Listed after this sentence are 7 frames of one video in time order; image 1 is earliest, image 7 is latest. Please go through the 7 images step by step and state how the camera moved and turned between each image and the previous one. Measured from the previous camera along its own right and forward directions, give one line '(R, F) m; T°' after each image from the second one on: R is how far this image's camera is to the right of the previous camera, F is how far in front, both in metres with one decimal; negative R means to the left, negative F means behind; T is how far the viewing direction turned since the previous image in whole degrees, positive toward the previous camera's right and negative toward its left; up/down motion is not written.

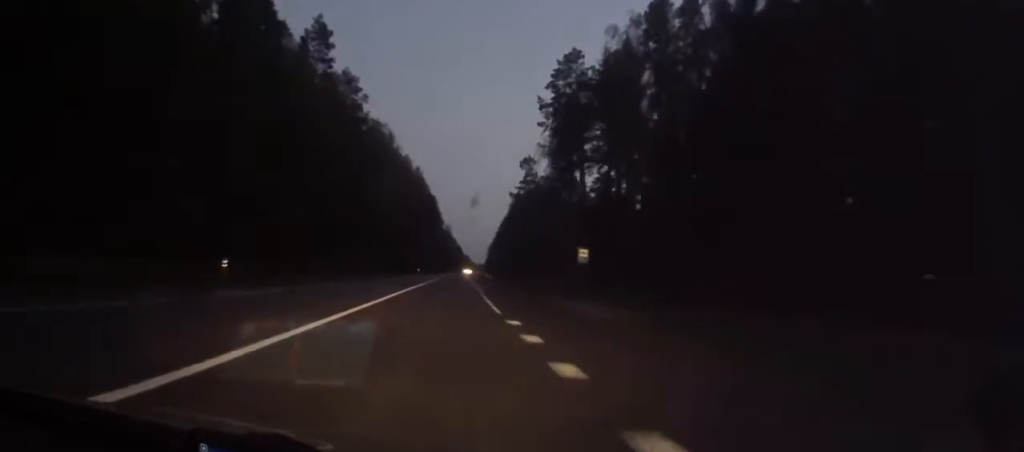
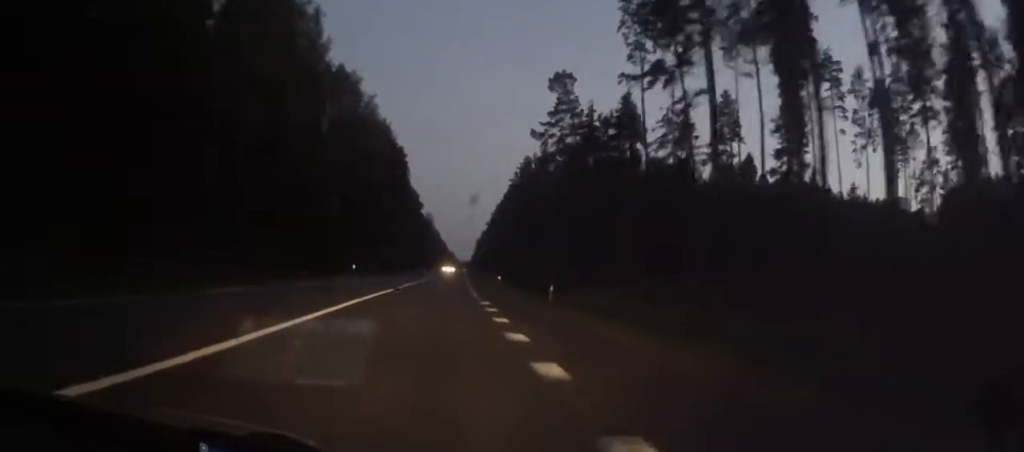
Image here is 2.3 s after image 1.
(+1.2, +66.4) m; +2°
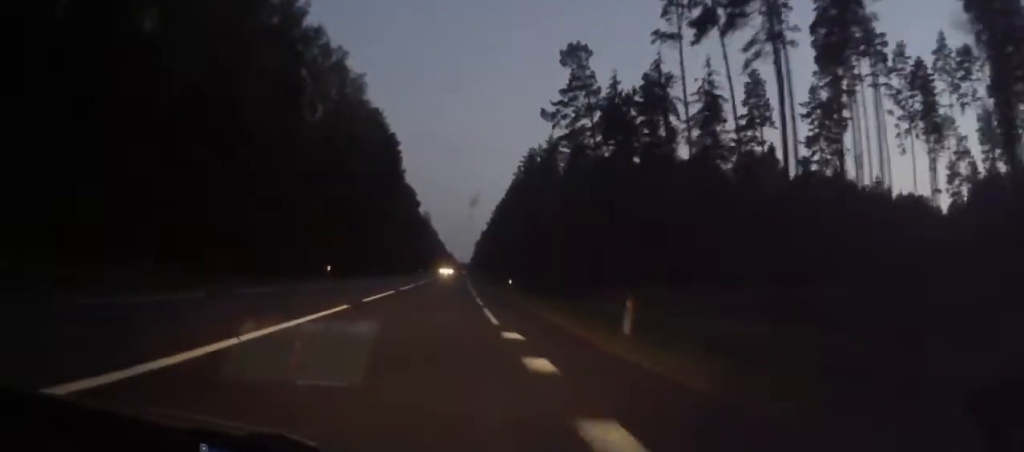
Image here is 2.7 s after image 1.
(0.0, +11.5) m; 0°
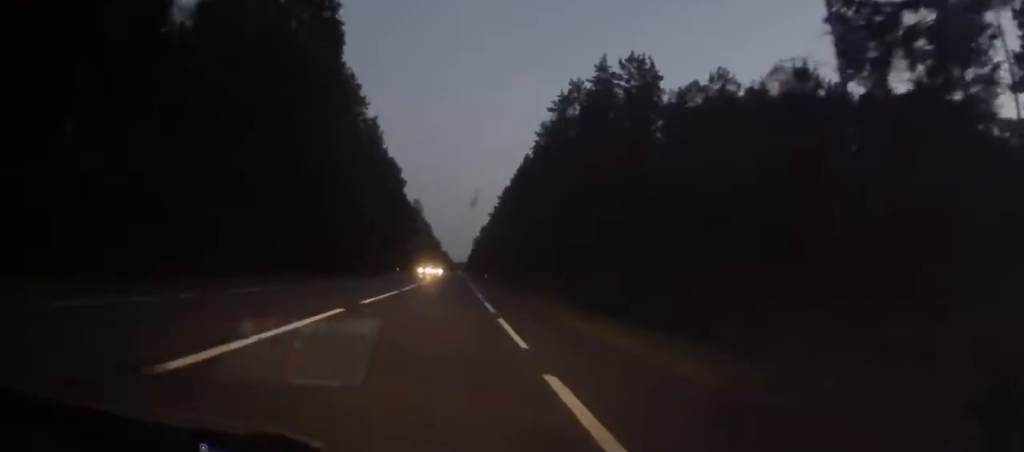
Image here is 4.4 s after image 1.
(+0.1, +50.0) m; 0°
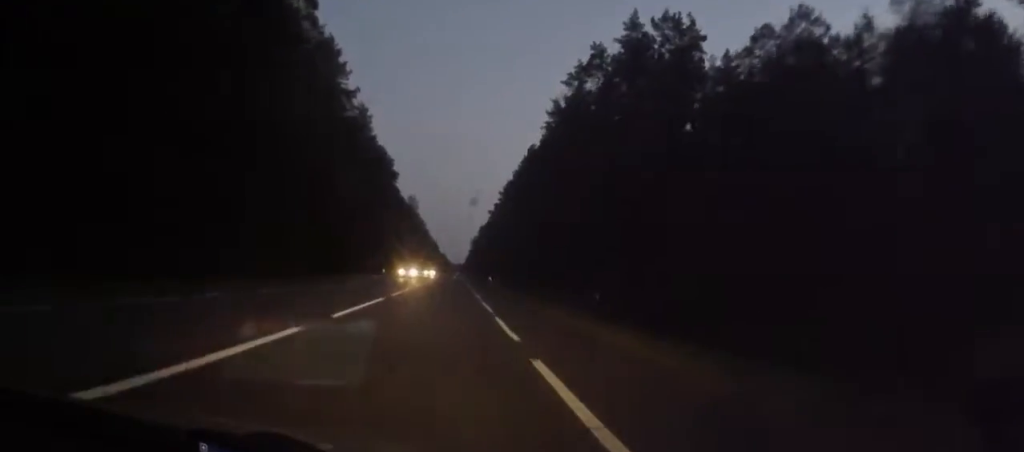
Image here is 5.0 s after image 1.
(+0.1, +16.3) m; +1°
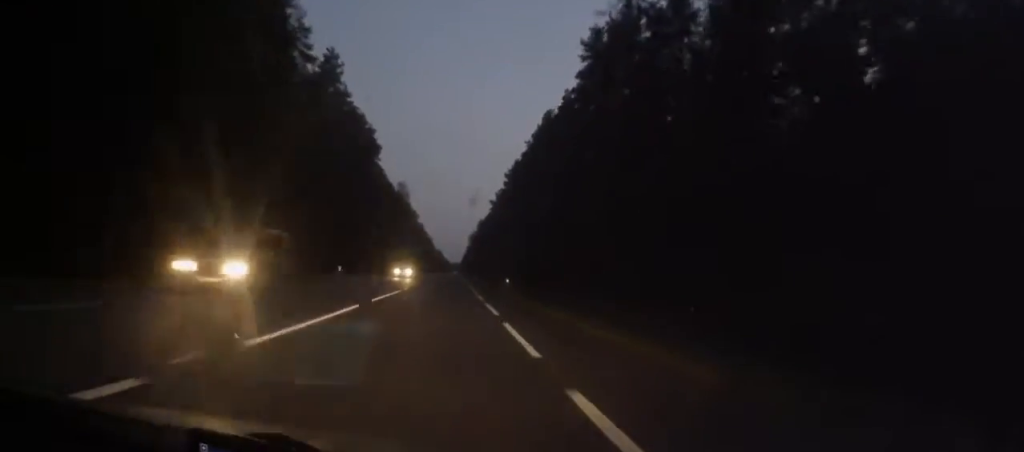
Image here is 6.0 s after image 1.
(+0.3, +29.8) m; +1°
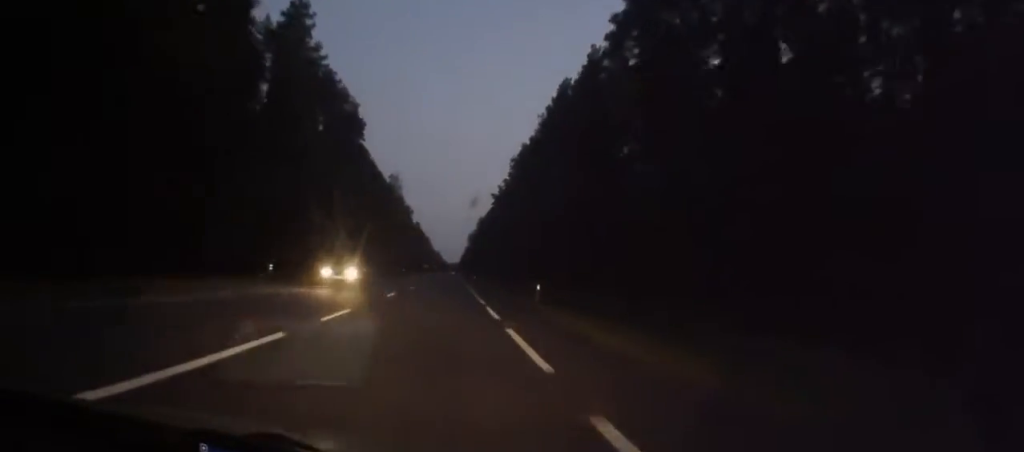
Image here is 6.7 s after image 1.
(+0.1, +19.3) m; 0°
